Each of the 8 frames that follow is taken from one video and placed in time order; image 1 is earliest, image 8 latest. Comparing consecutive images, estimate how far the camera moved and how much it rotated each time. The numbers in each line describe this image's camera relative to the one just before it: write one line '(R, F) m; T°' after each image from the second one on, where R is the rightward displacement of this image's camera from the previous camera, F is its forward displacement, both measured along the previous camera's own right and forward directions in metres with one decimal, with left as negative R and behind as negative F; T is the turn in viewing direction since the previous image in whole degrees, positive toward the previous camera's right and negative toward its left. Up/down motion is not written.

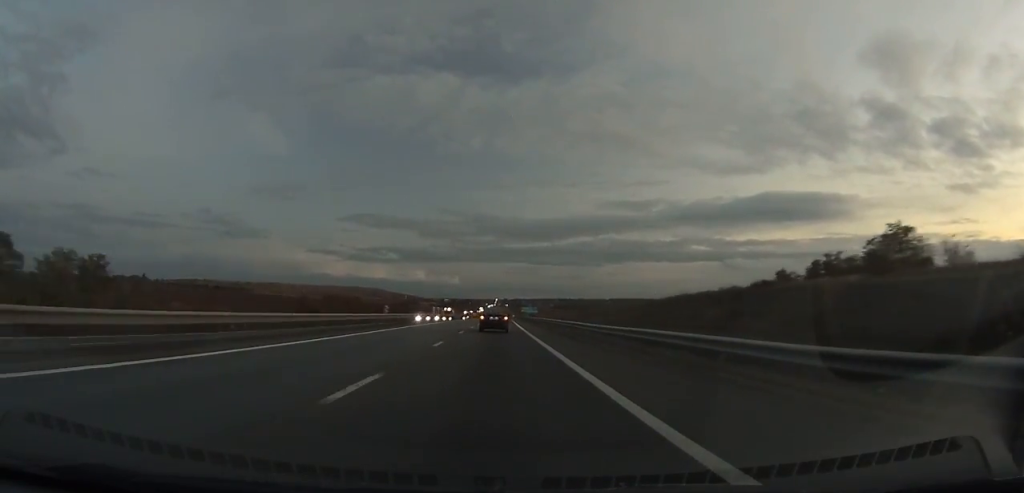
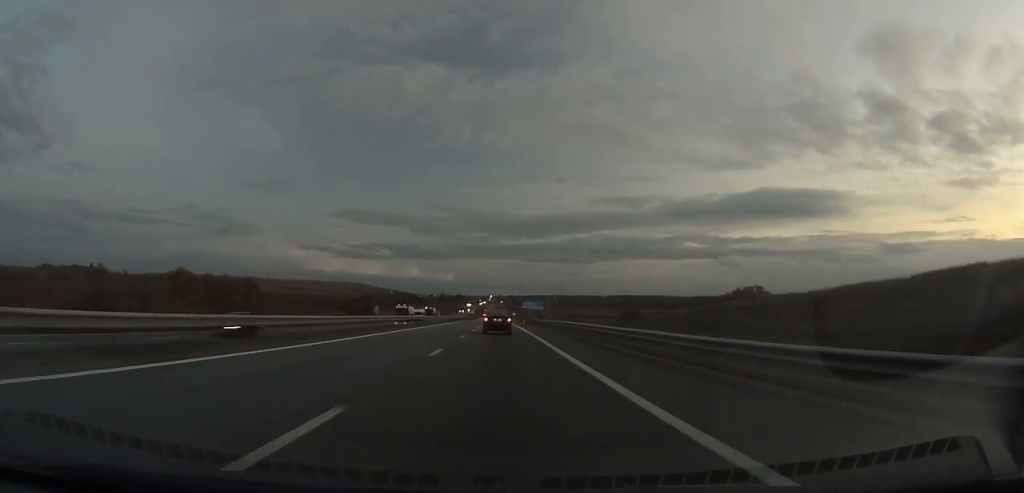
(+0.6, +110.7) m; +1°
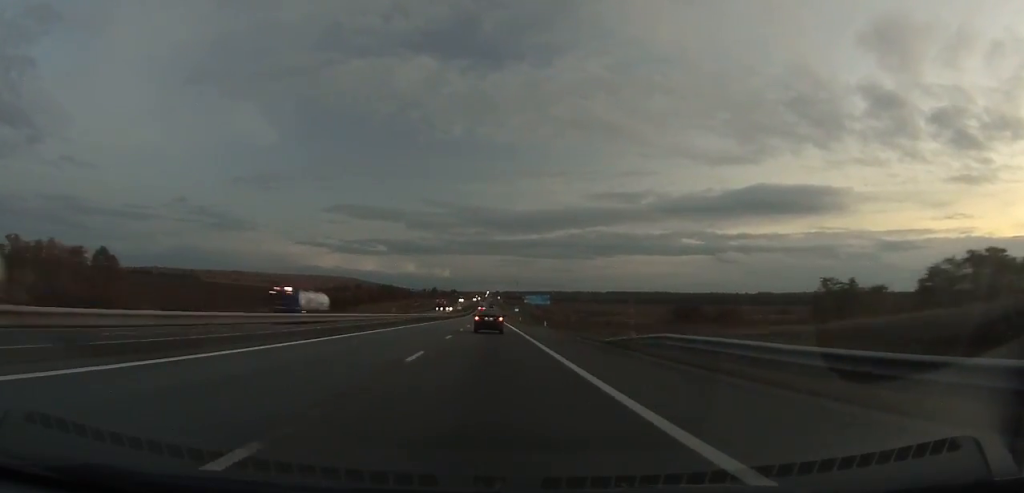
(+0.1, +60.9) m; 0°
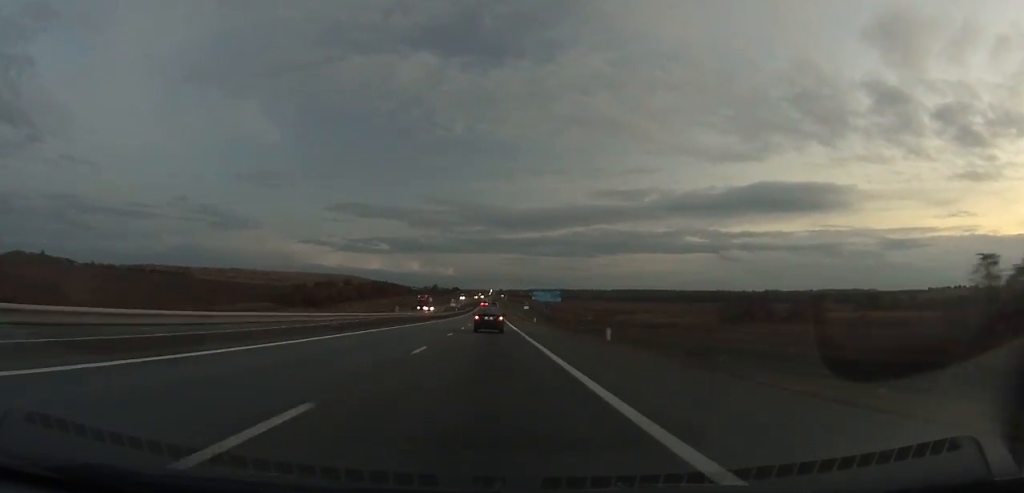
(+0.1, +35.3) m; 0°
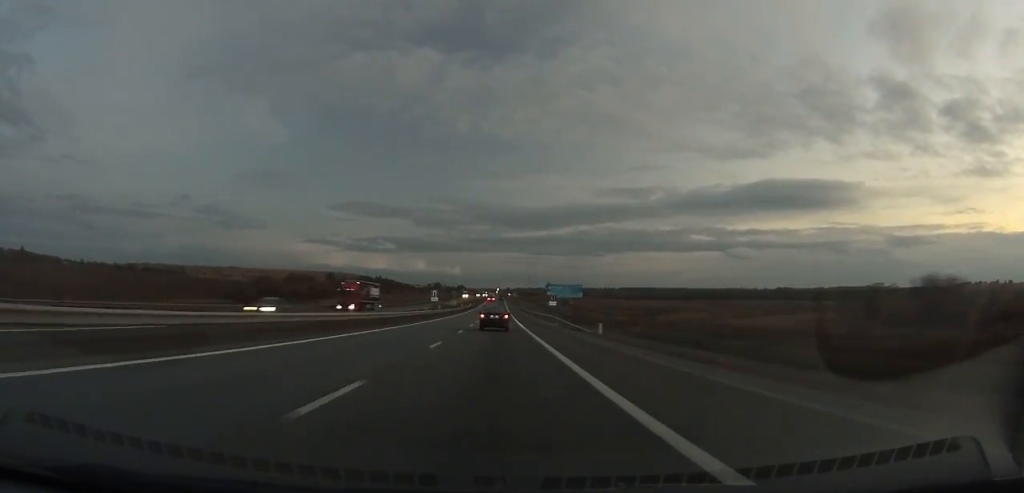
(0.0, +45.8) m; 0°
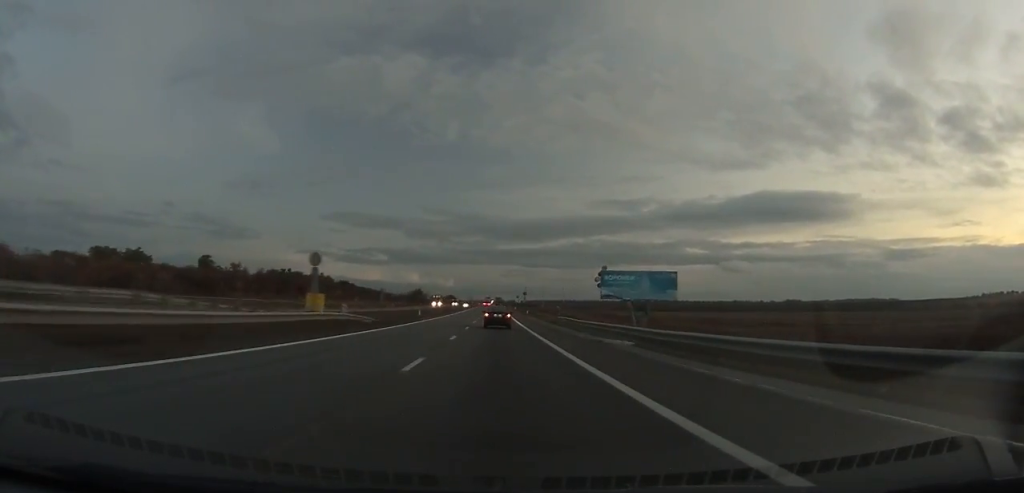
(-0.6, +118.9) m; 0°
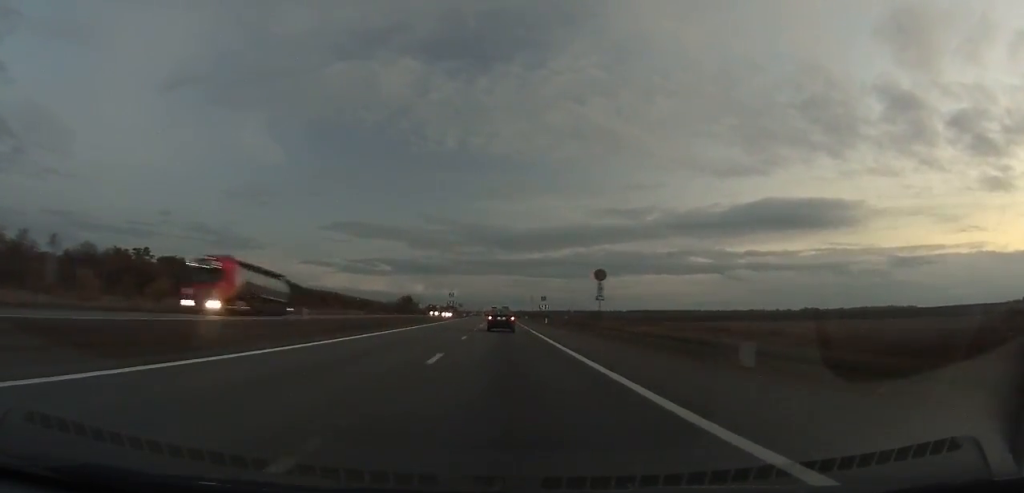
(-0.1, +99.1) m; 0°
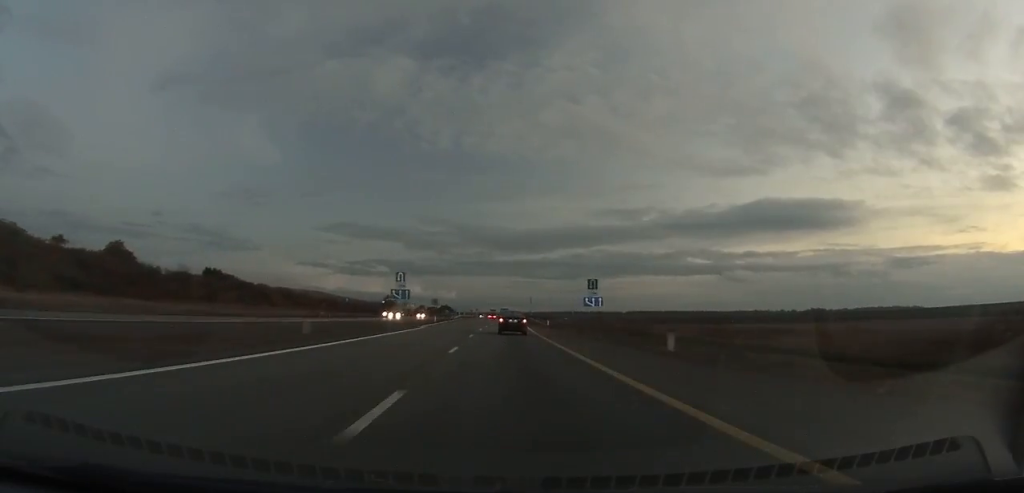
(+0.1, +58.4) m; 0°
